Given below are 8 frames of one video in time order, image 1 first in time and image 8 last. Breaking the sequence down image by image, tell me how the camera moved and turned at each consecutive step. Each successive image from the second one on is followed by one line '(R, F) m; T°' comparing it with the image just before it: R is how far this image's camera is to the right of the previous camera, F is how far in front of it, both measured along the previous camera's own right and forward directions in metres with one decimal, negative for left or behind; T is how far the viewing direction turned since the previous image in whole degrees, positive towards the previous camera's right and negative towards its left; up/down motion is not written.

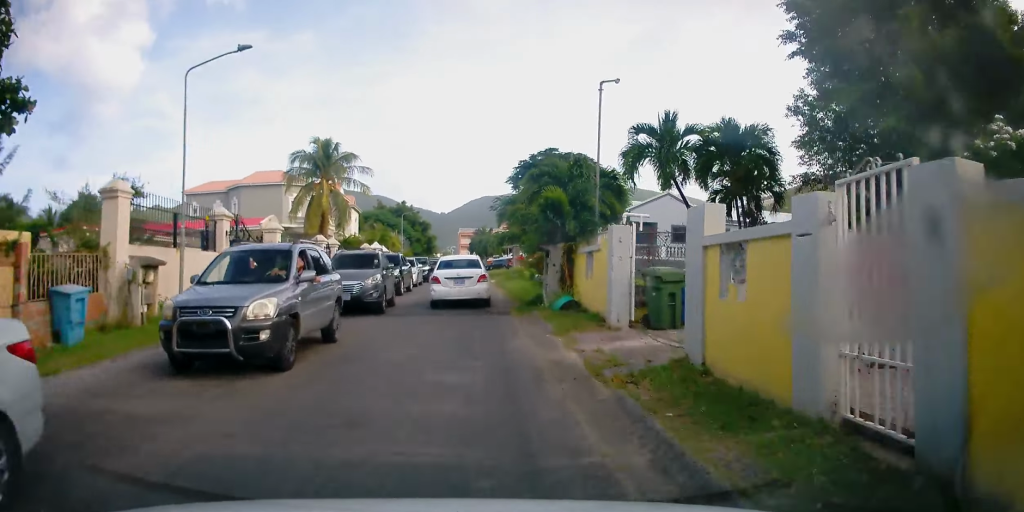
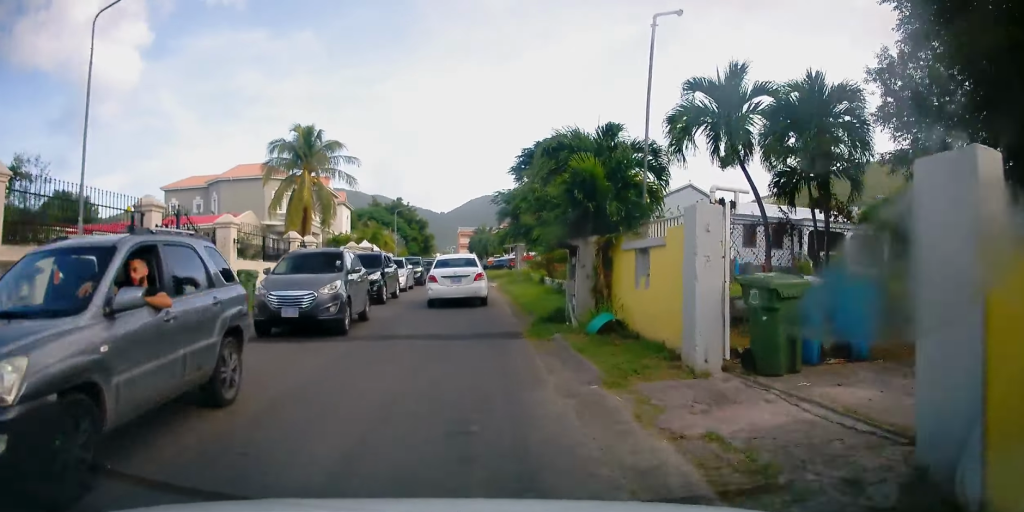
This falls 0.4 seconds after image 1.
(-0.4, +4.2) m; 0°
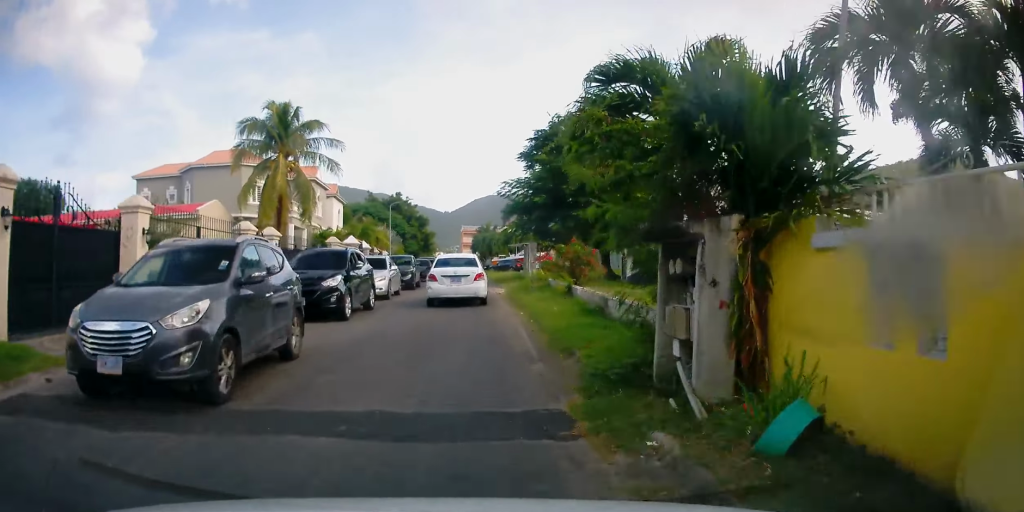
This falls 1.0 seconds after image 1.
(-0.1, +5.5) m; +1°
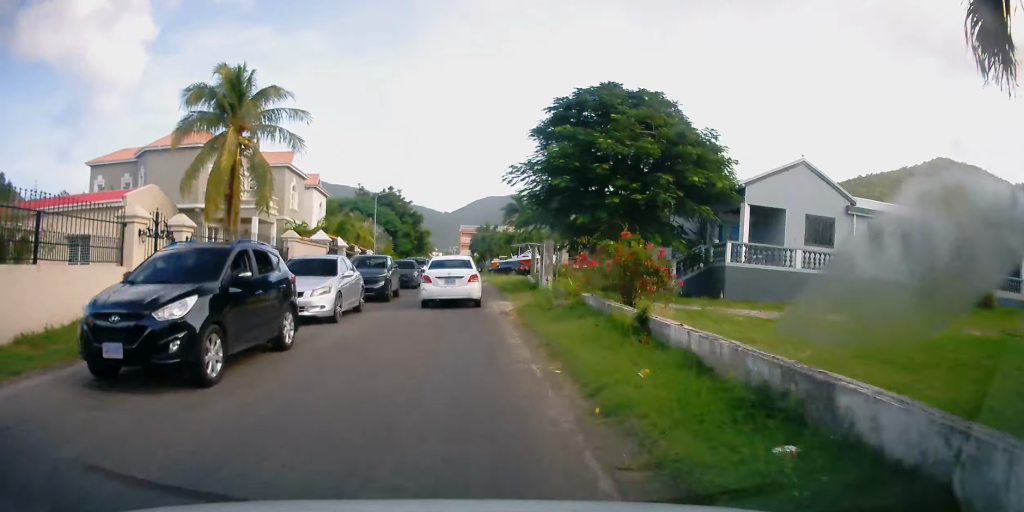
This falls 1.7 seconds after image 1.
(+0.7, +7.1) m; +2°
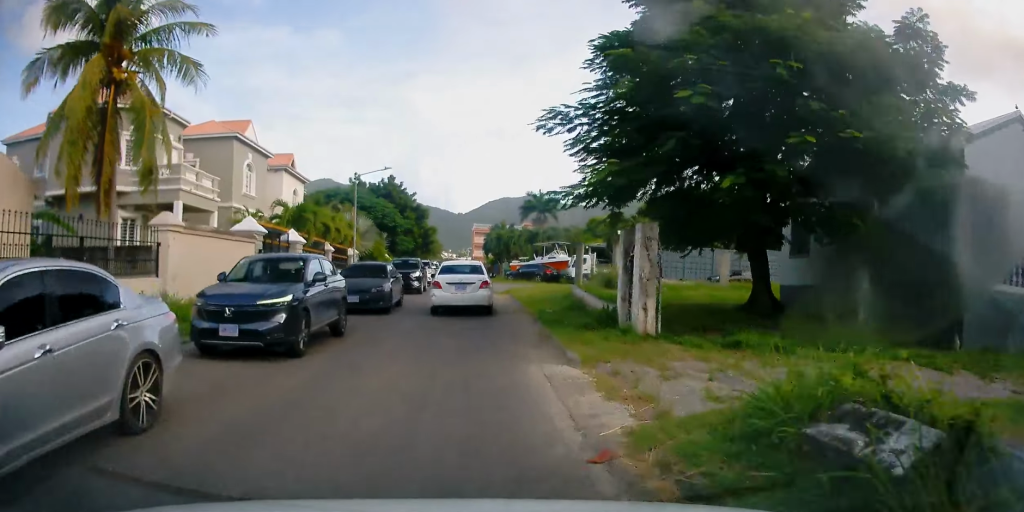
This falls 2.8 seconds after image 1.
(-0.6, +11.1) m; -6°
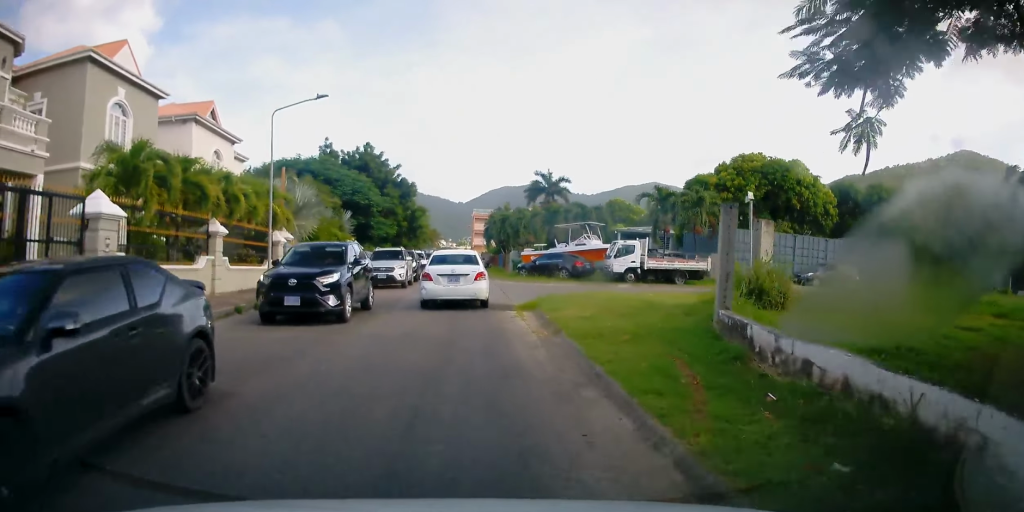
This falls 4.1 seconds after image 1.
(-0.3, +13.2) m; +1°
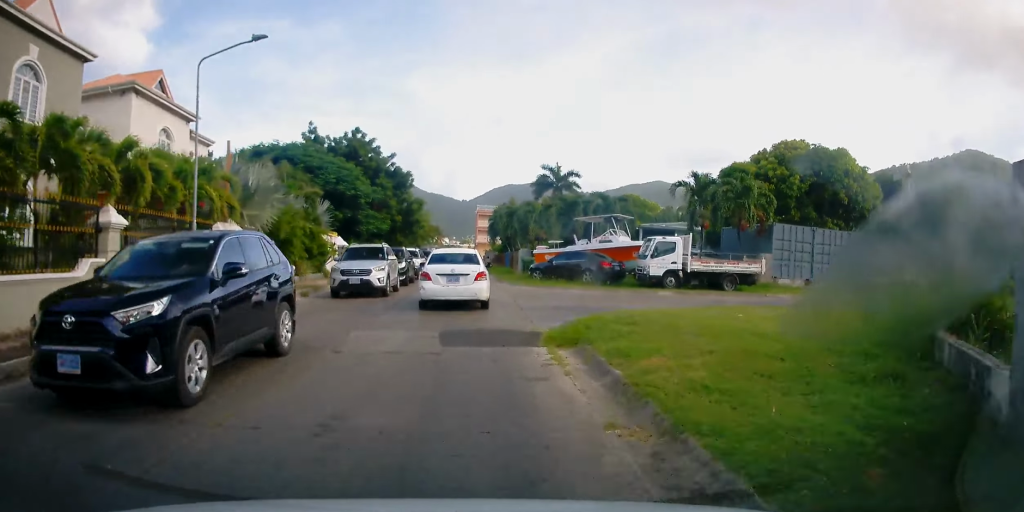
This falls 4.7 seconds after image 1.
(+0.2, +5.8) m; +2°
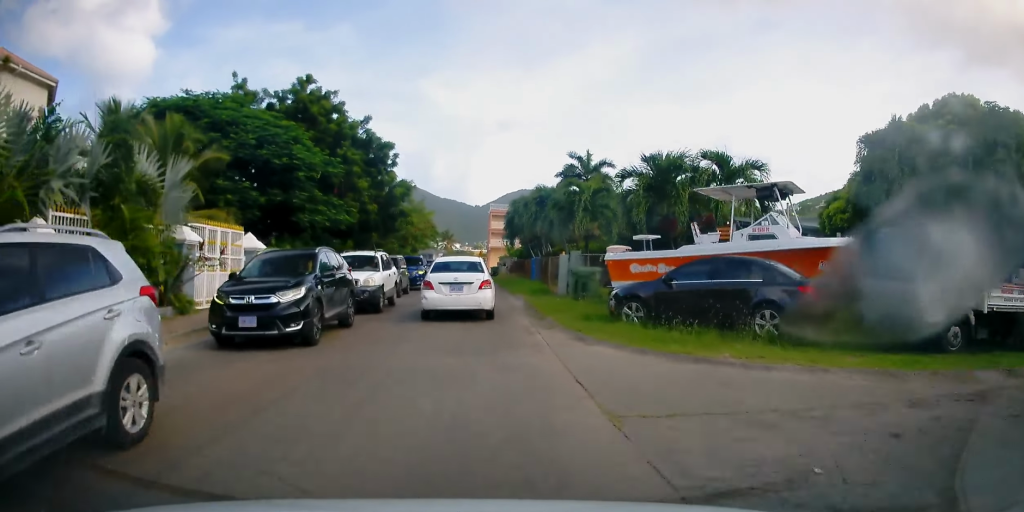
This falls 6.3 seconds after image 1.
(-0.3, +15.5) m; -2°
